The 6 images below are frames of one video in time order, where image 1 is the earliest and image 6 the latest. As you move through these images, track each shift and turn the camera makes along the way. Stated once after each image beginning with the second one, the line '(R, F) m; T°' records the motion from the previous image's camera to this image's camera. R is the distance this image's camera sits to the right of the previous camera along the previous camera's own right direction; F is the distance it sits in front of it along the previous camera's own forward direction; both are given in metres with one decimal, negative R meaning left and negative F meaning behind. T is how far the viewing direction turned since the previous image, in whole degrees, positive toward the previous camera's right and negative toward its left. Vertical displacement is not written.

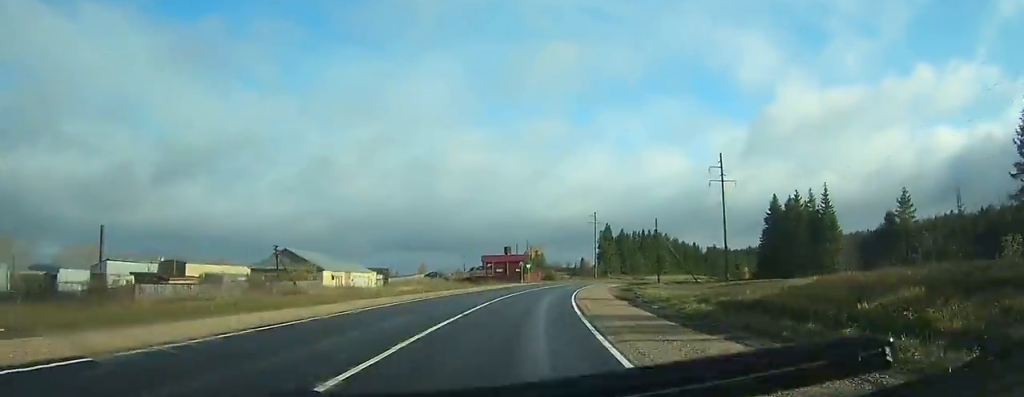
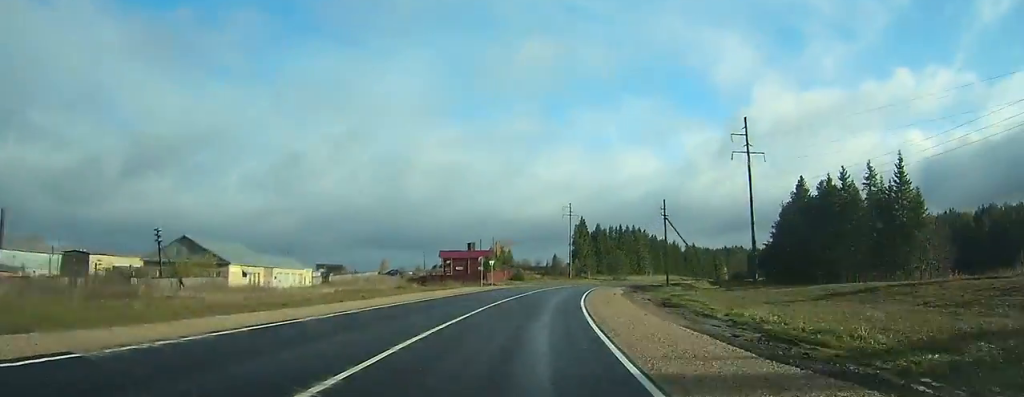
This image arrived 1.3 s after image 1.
(+0.3, +21.7) m; +3°
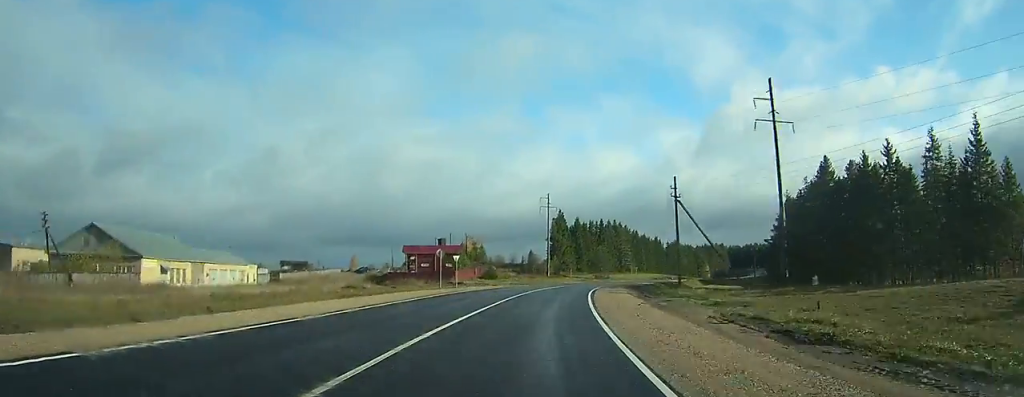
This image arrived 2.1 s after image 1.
(+0.3, +13.6) m; +2°
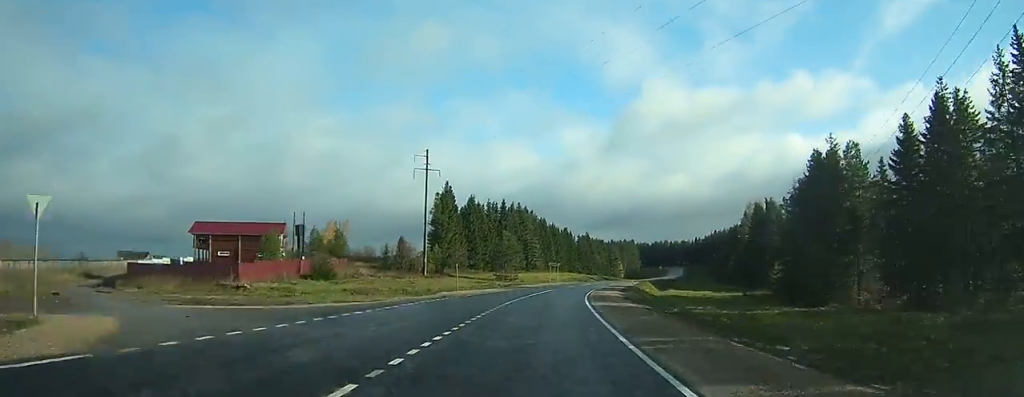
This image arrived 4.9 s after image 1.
(+3.4, +47.0) m; +9°
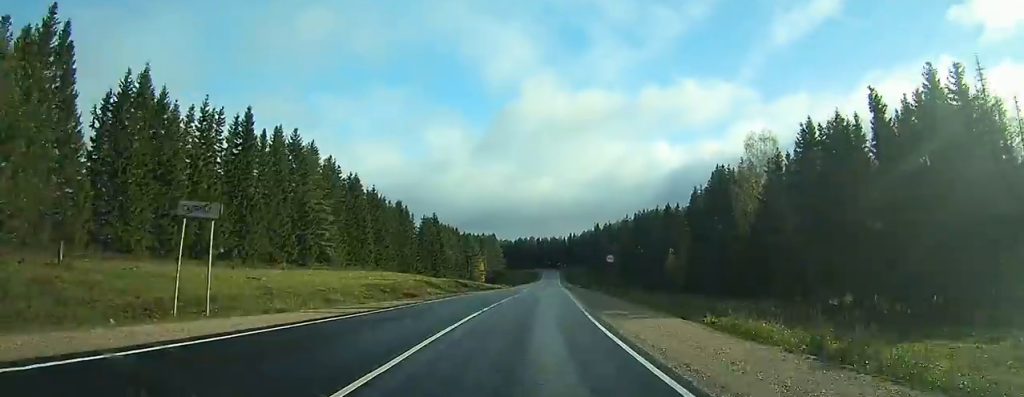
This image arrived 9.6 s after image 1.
(+11.6, +79.2) m; +15°
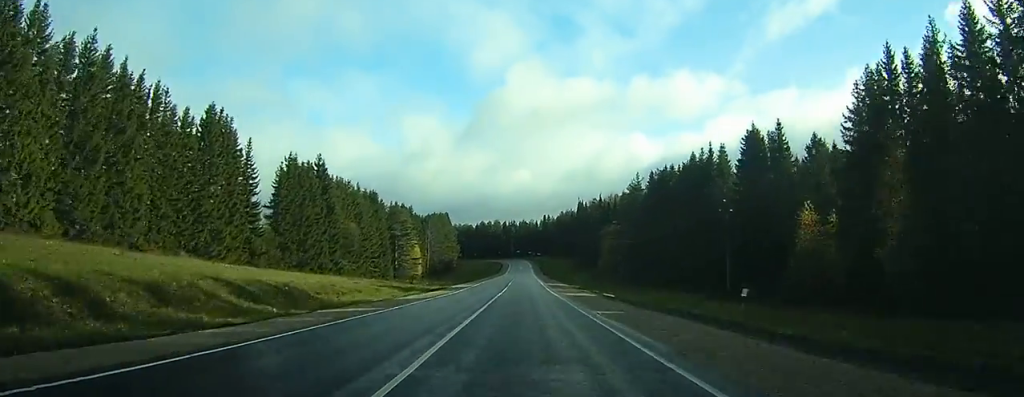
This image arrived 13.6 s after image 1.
(+3.3, +72.0) m; +3°
